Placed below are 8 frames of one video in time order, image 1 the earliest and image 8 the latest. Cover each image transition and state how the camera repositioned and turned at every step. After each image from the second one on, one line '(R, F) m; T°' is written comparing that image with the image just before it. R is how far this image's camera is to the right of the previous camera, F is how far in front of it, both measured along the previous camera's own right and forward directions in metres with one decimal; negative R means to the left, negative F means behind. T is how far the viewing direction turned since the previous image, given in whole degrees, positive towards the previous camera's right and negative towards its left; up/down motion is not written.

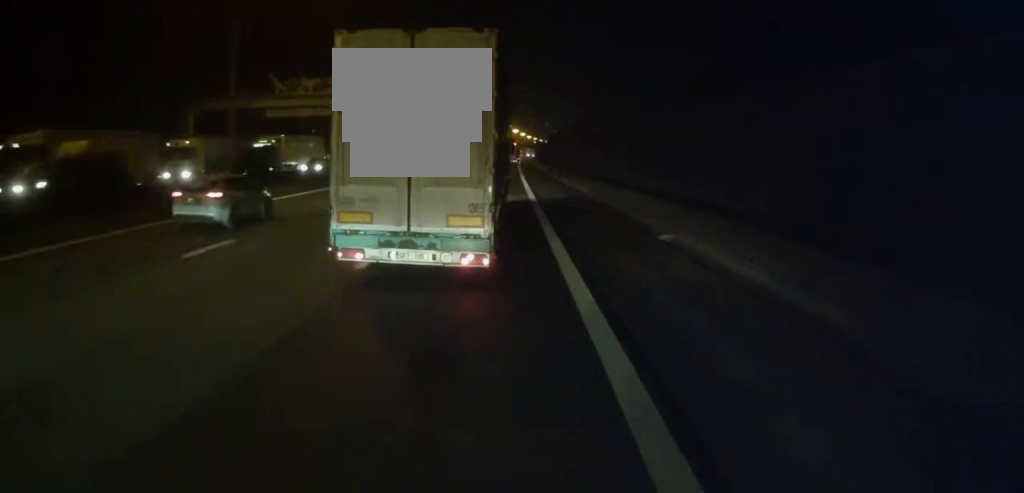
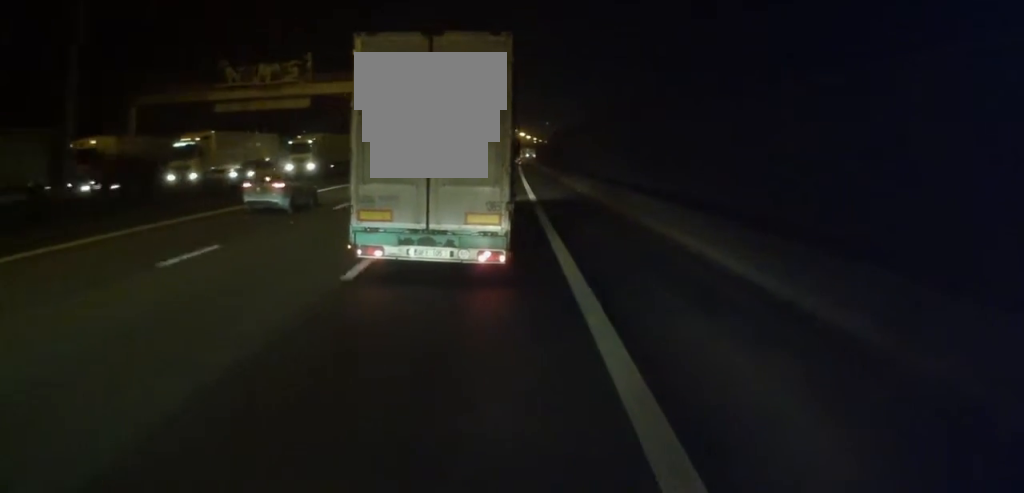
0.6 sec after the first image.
(-0.1, +13.4) m; 0°
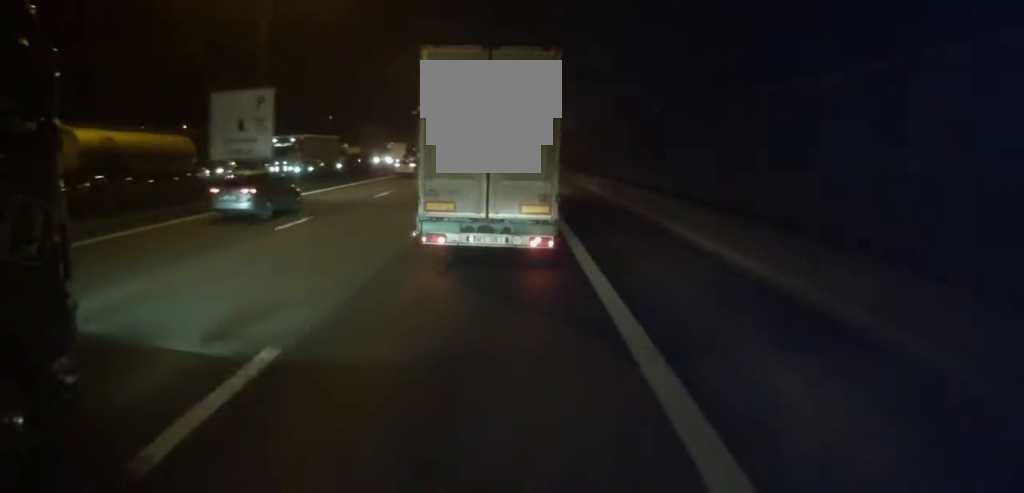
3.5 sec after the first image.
(+0.5, +69.0) m; +1°
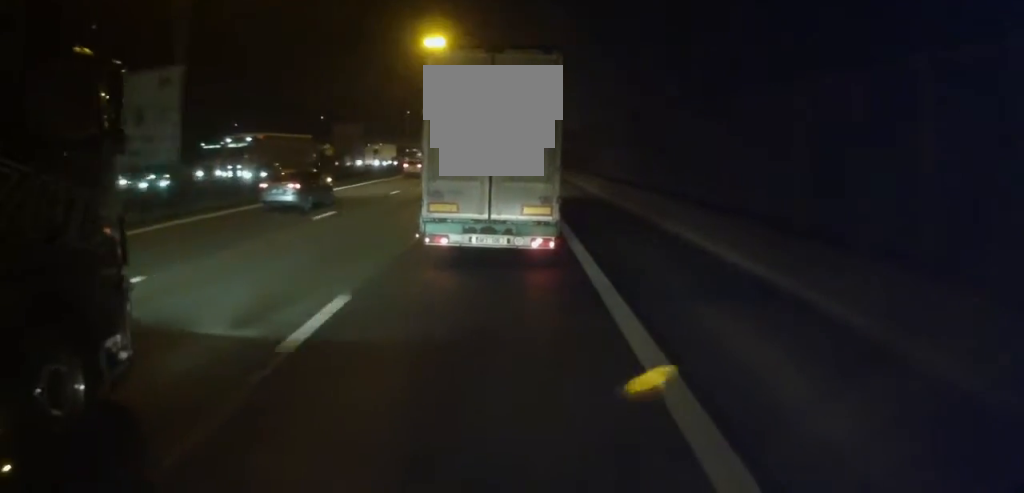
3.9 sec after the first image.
(+0.1, +9.4) m; 0°
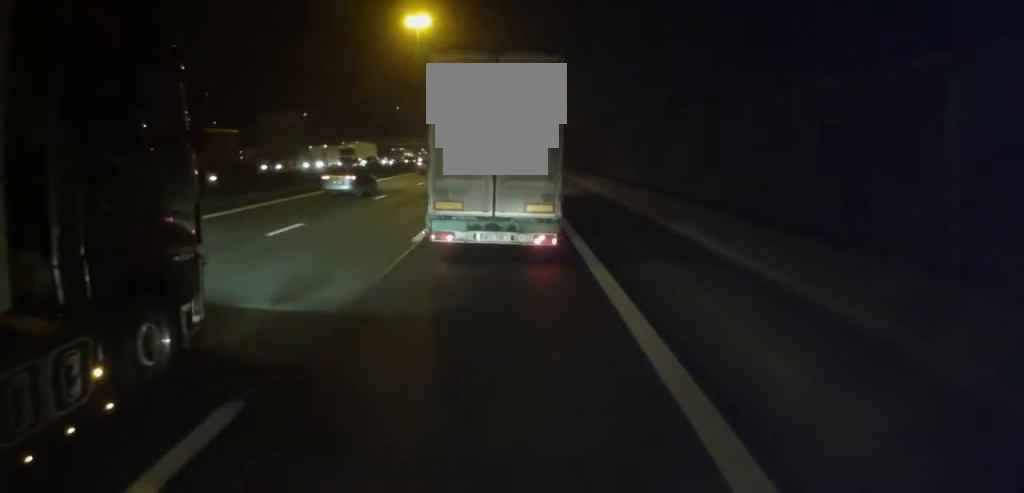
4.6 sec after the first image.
(+0.2, +16.4) m; 0°
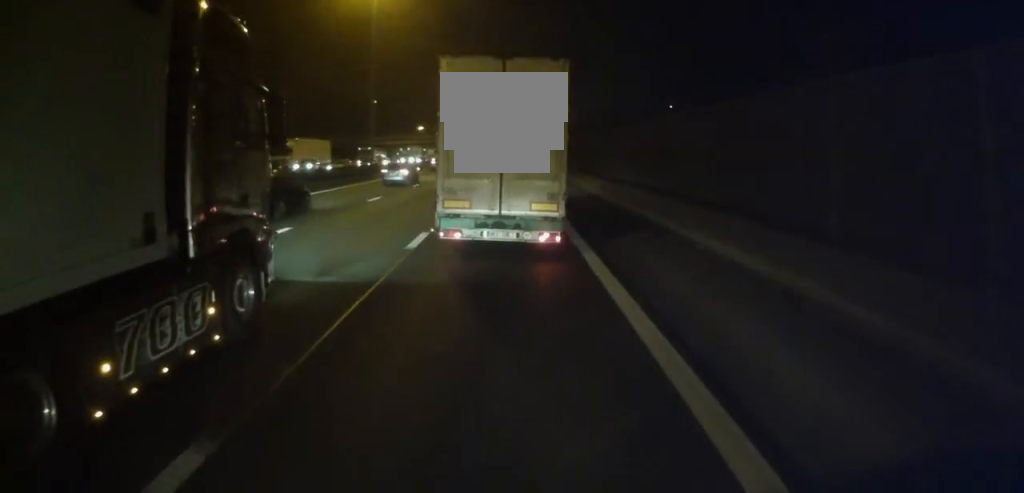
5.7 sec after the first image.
(-0.2, +25.9) m; 0°
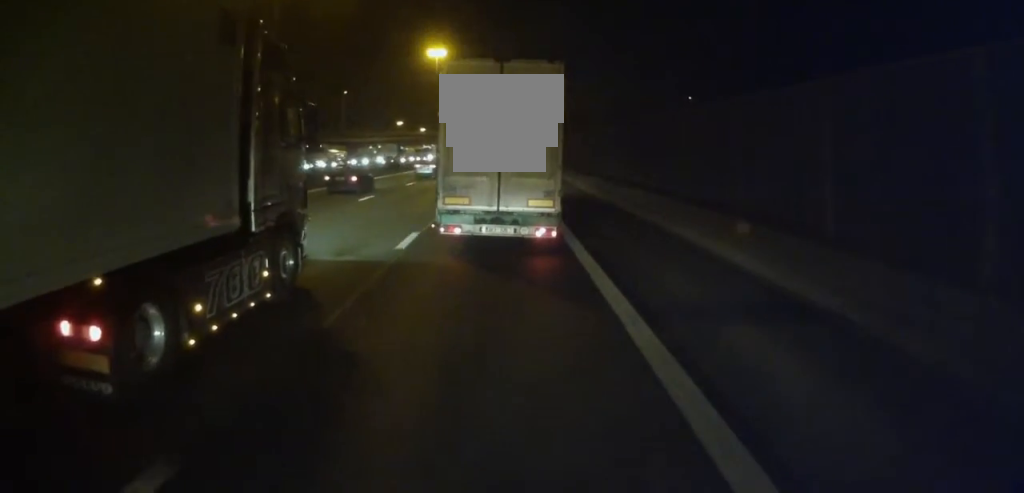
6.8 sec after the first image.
(0.0, +25.2) m; 0°
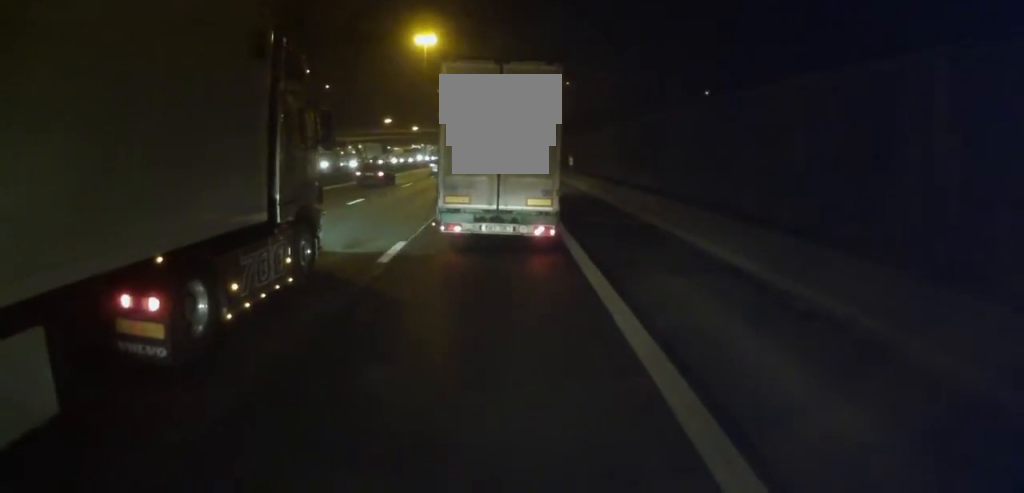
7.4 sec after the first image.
(-0.1, +14.2) m; +1°
